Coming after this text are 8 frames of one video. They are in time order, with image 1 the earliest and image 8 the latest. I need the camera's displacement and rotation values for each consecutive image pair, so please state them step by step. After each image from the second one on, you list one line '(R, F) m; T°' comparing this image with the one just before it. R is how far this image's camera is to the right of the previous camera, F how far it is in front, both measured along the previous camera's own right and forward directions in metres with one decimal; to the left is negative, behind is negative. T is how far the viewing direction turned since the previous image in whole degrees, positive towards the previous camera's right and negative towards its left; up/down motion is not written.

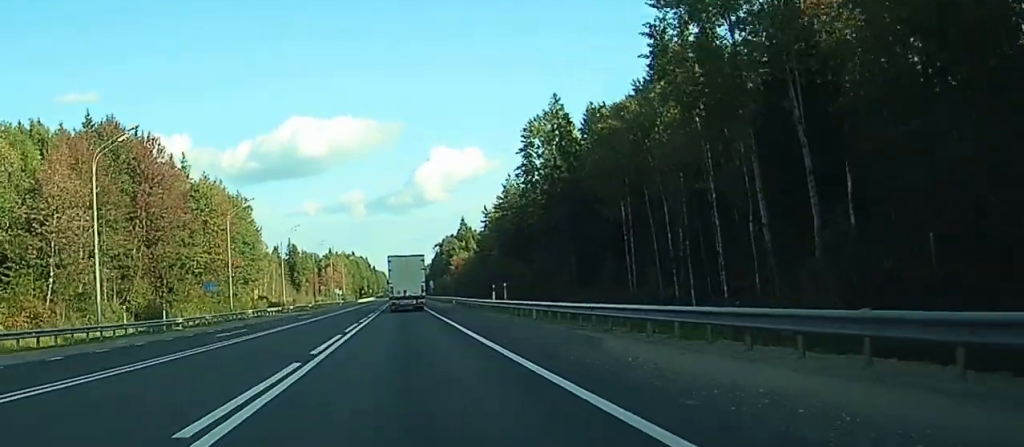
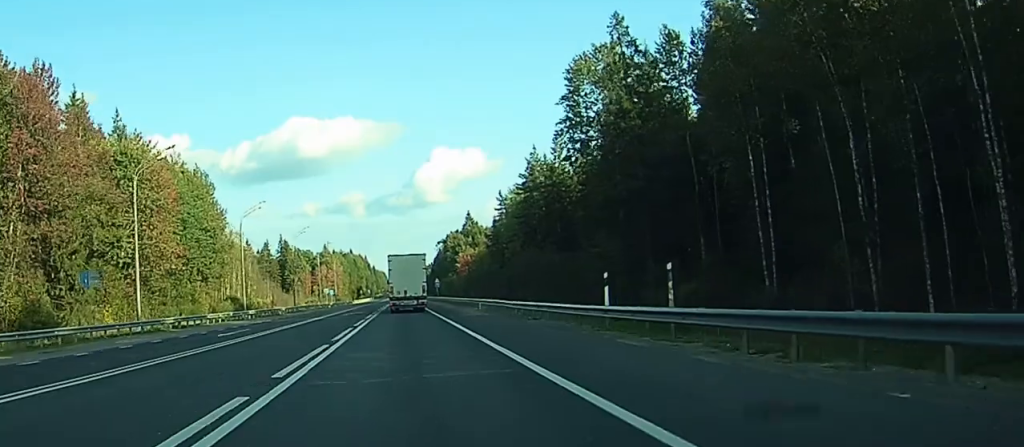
(0.0, +29.5) m; 0°
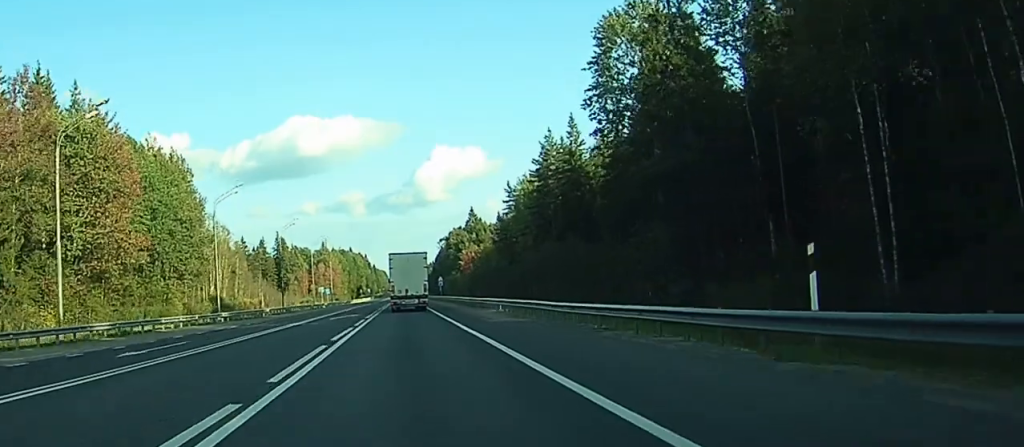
(0.0, +12.6) m; 0°
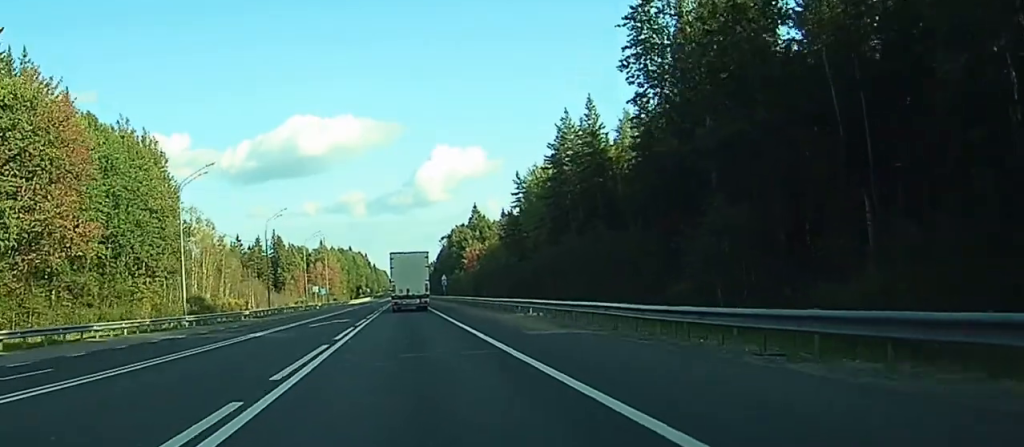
(0.0, +11.7) m; 0°
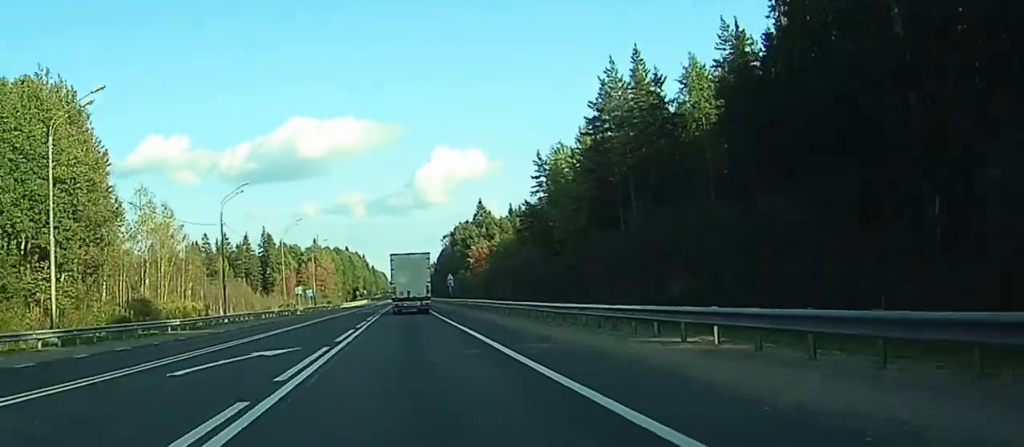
(0.0, +23.4) m; 0°
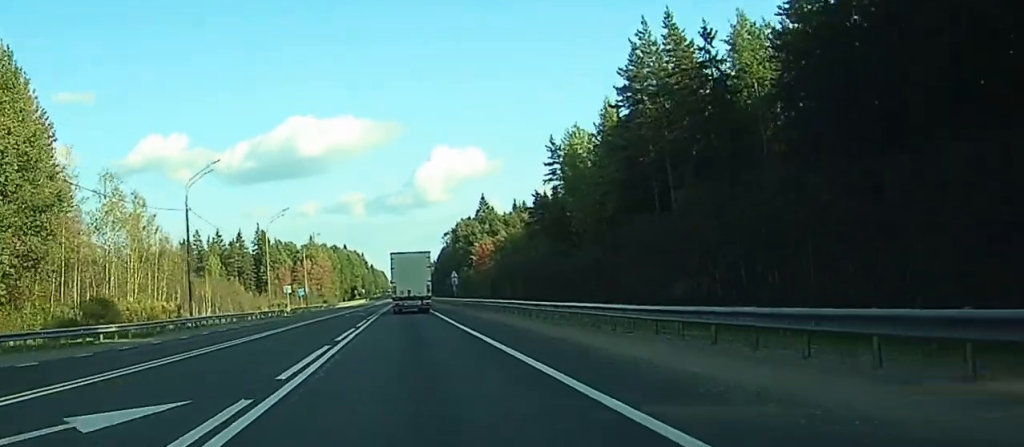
(0.0, +11.7) m; 0°
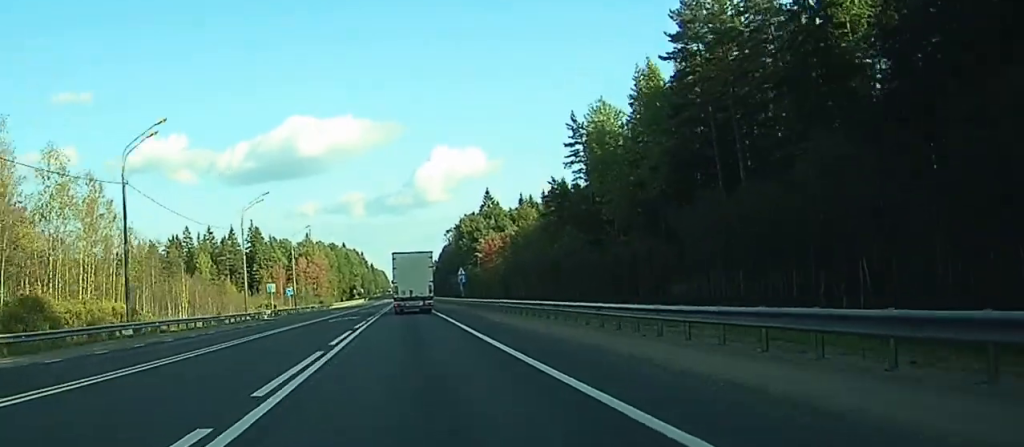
(0.0, +14.2) m; 0°
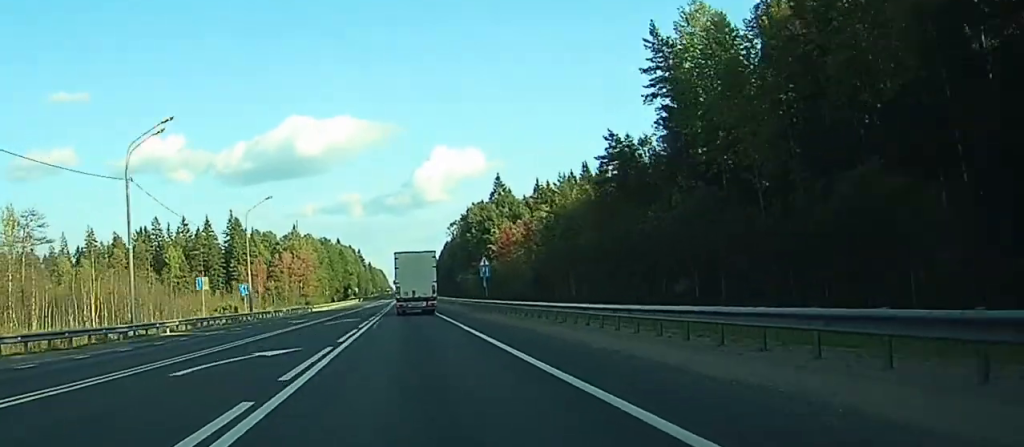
(-0.1, +33.3) m; 0°
